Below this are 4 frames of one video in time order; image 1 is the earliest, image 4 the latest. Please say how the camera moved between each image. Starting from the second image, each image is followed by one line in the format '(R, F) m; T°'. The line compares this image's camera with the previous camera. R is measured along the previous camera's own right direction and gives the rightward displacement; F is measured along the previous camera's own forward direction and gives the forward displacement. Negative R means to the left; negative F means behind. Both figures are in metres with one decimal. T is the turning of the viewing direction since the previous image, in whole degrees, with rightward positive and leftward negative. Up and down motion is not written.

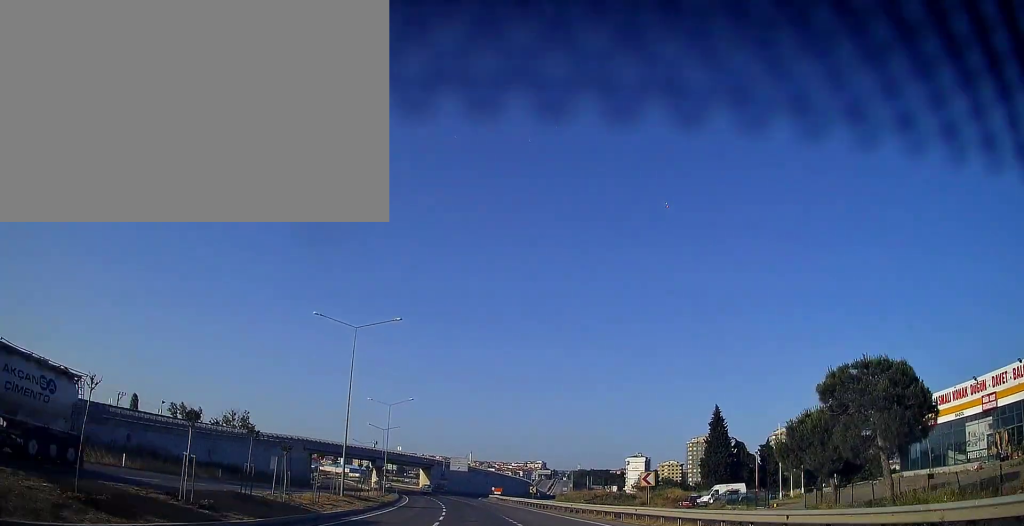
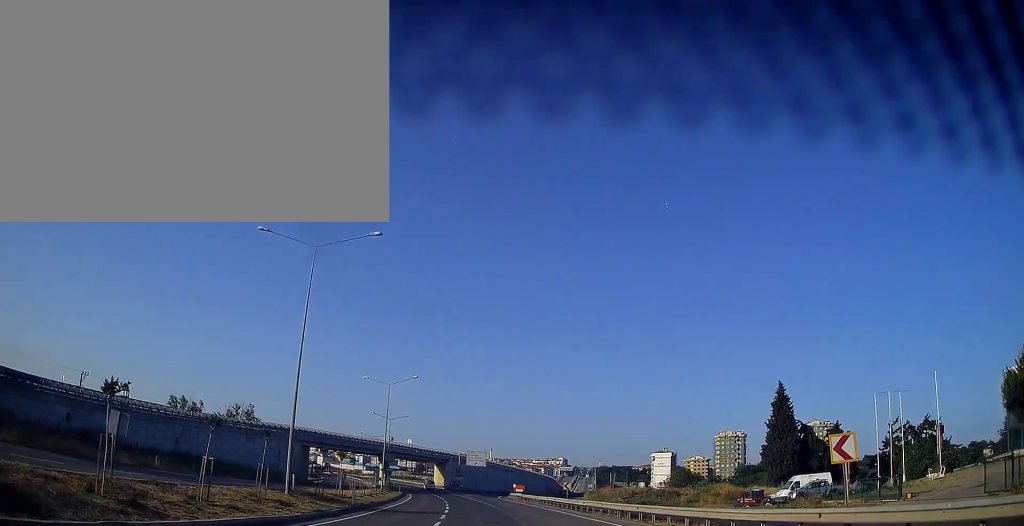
(-0.2, +14.6) m; -2°
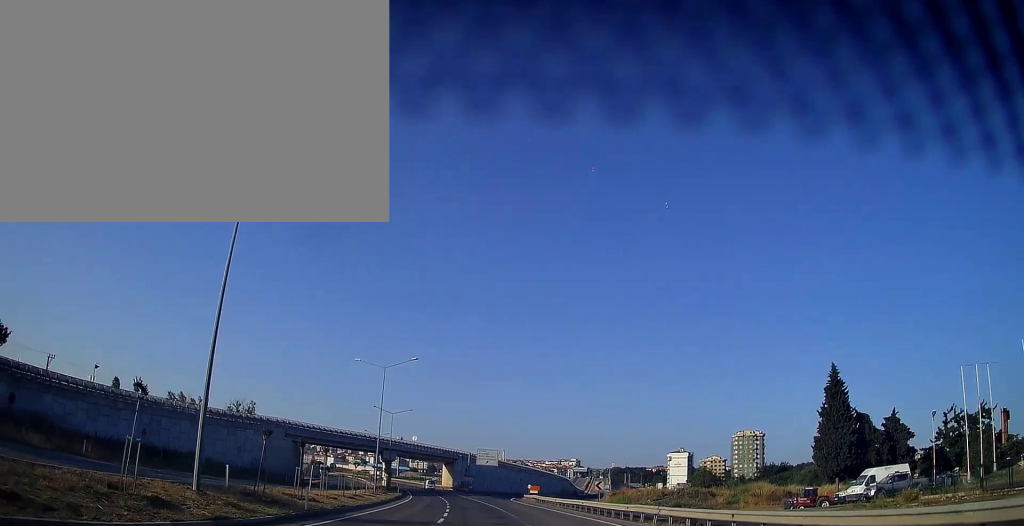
(0.0, +9.9) m; -1°
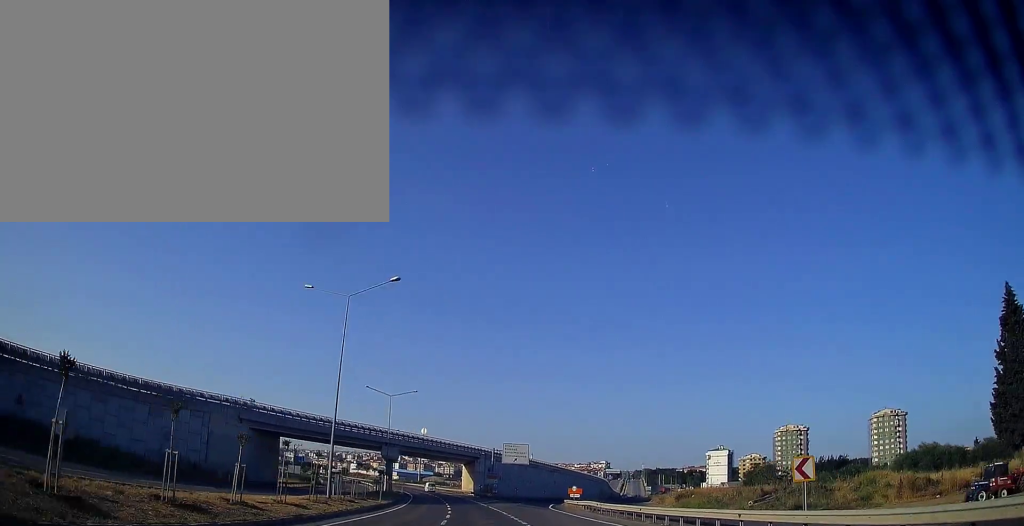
(-0.6, +23.4) m; -3°
